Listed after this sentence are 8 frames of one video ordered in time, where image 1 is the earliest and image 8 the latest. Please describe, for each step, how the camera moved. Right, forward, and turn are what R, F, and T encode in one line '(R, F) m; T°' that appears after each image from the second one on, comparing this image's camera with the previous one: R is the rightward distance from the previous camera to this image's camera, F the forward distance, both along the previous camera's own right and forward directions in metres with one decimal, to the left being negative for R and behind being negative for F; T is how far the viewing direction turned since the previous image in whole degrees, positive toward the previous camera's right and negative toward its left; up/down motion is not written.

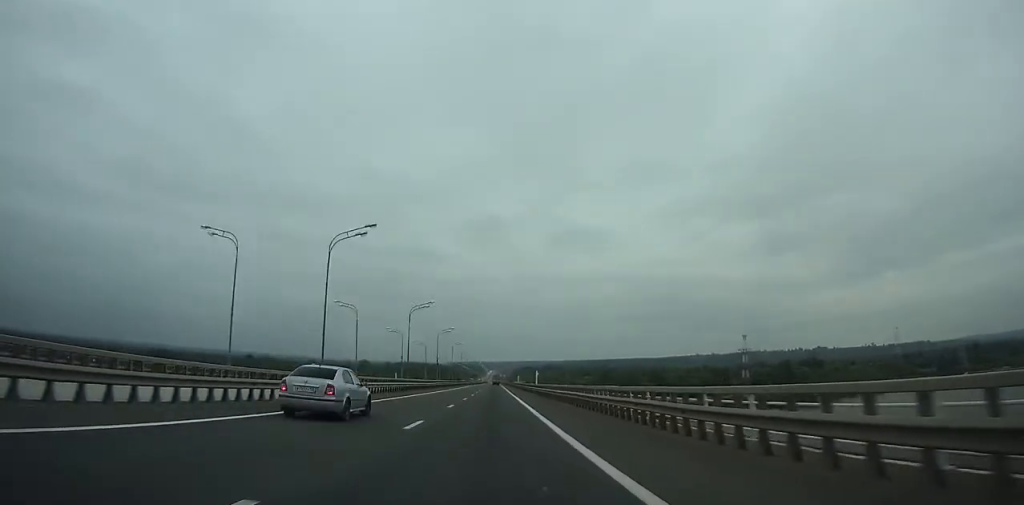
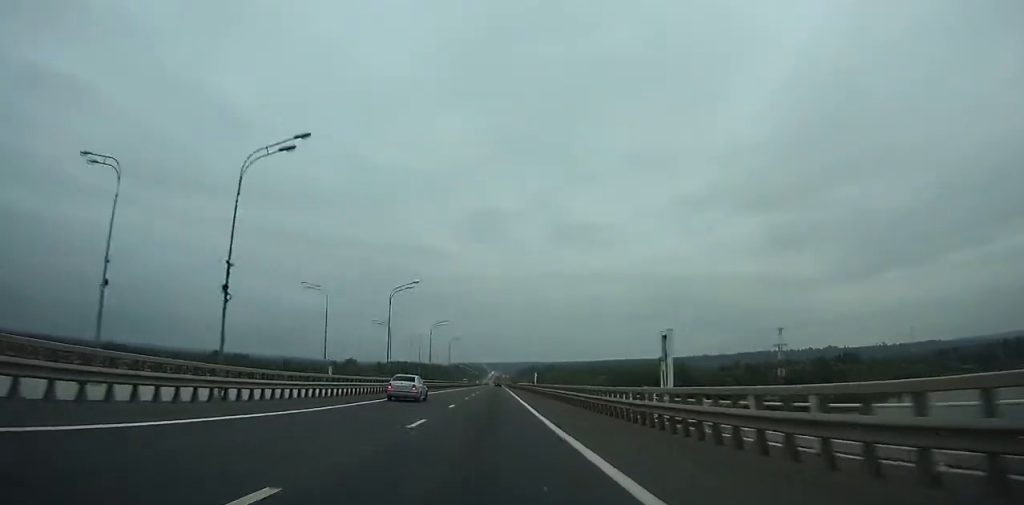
(-0.1, +72.1) m; 0°
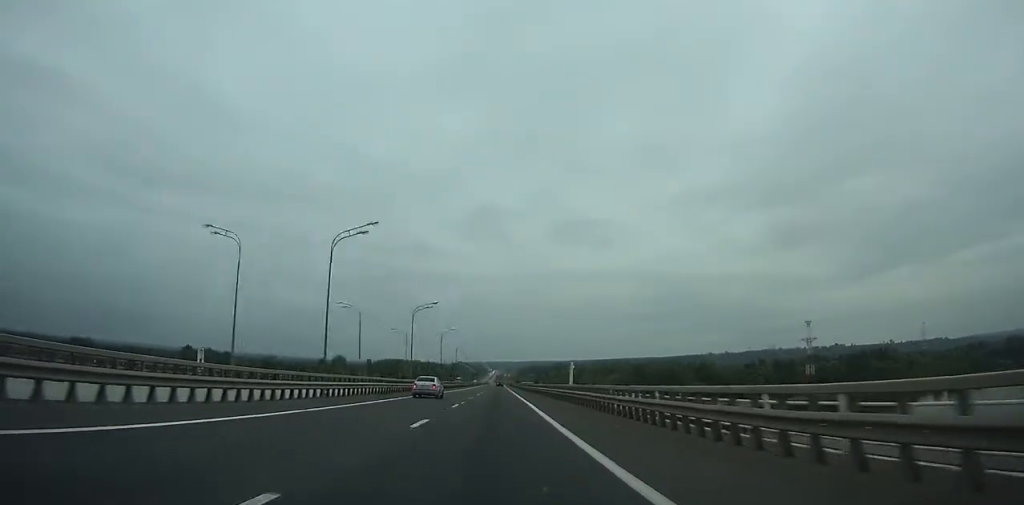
(-0.1, +46.8) m; 0°
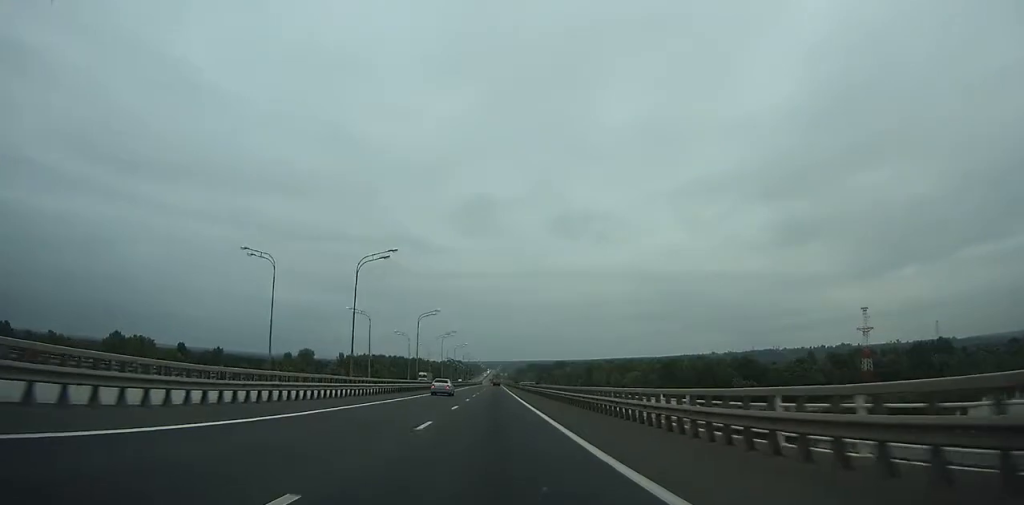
(+0.1, +83.9) m; 0°
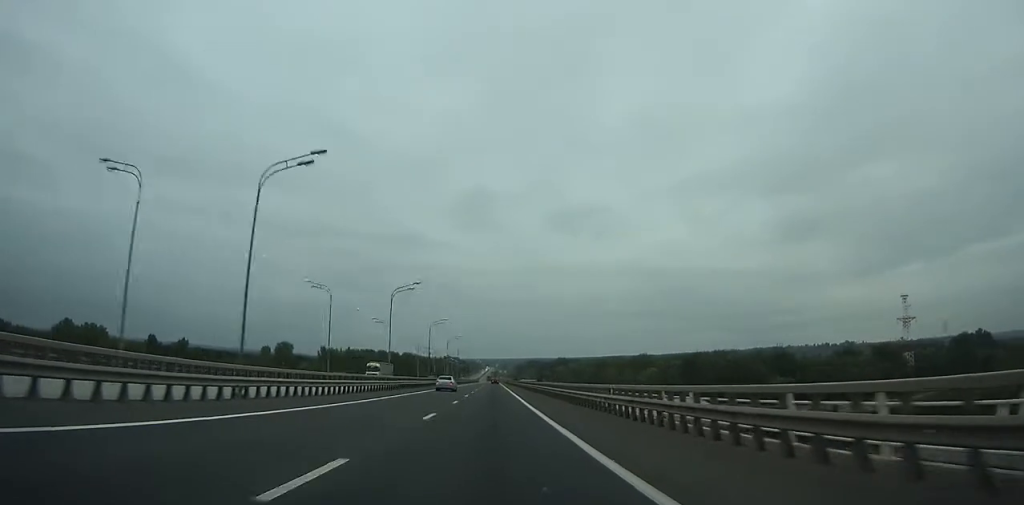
(0.0, +44.0) m; 0°
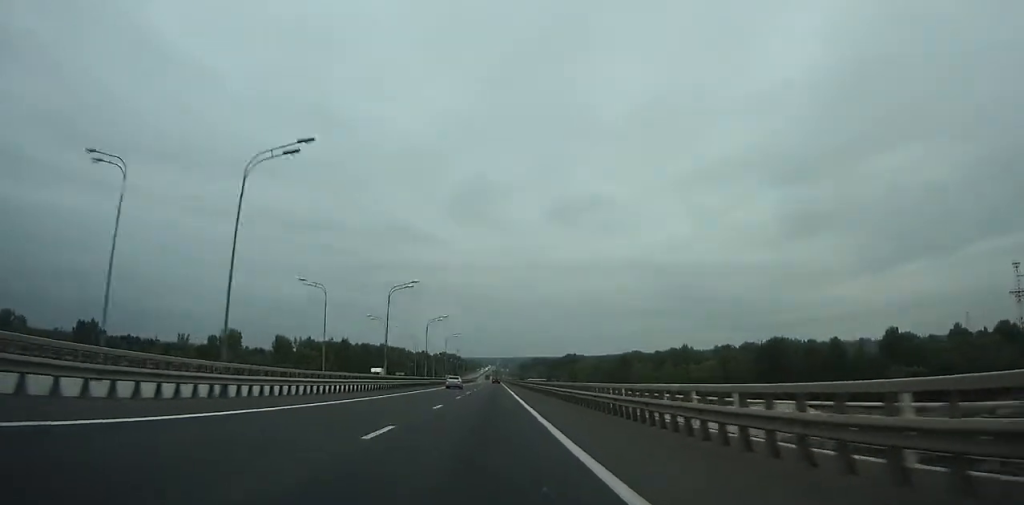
(+0.1, +90.7) m; 0°
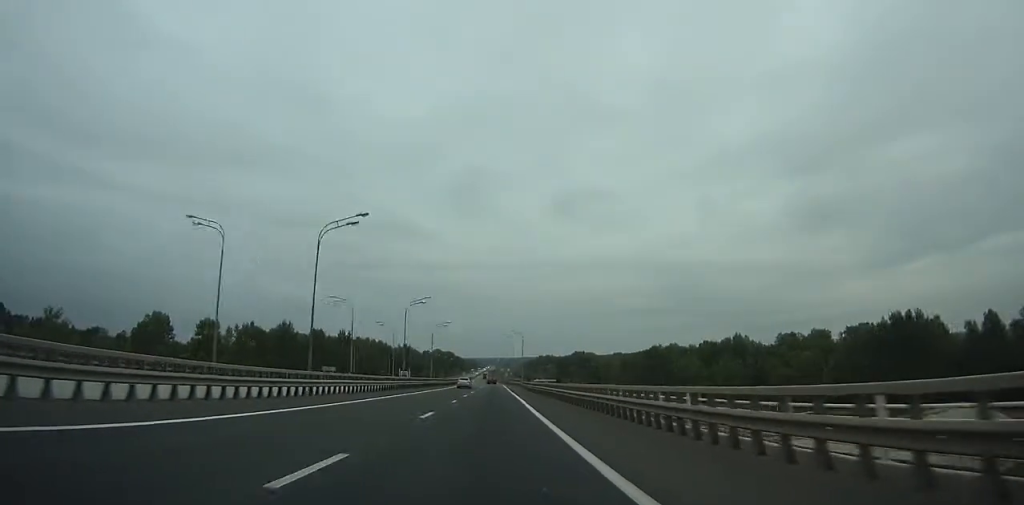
(-0.1, +76.7) m; 0°
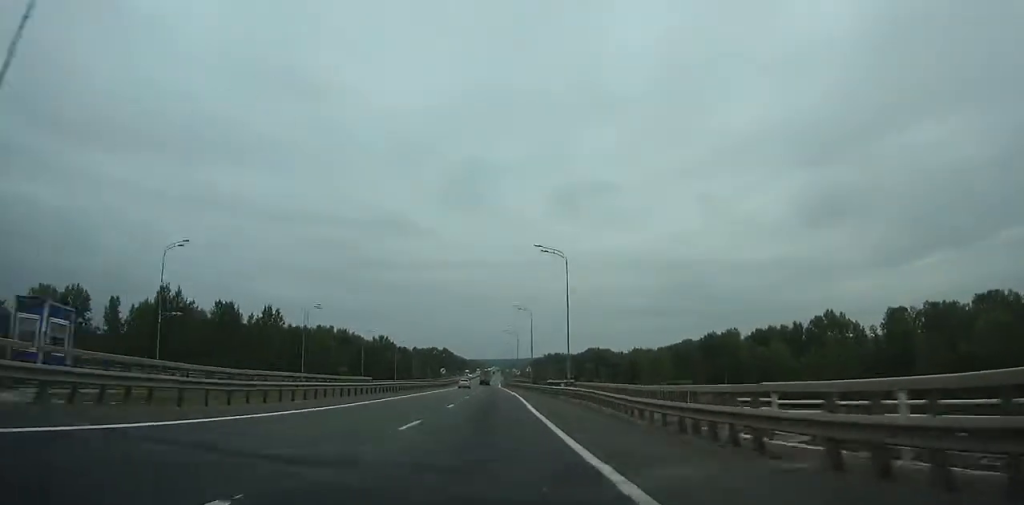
(+0.2, +77.6) m; 0°
